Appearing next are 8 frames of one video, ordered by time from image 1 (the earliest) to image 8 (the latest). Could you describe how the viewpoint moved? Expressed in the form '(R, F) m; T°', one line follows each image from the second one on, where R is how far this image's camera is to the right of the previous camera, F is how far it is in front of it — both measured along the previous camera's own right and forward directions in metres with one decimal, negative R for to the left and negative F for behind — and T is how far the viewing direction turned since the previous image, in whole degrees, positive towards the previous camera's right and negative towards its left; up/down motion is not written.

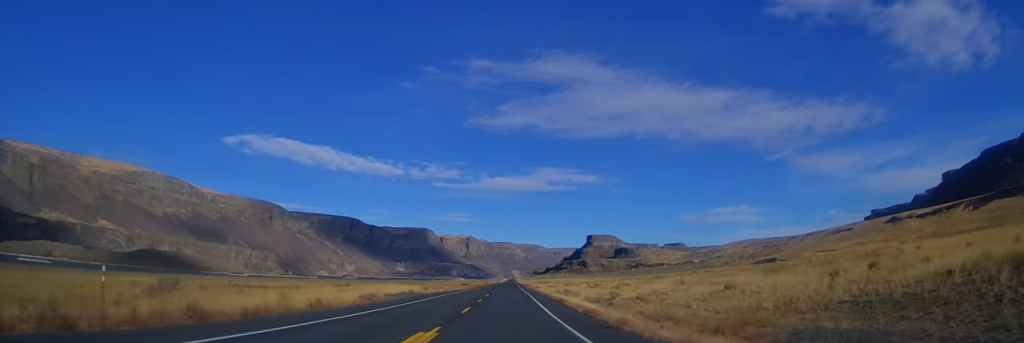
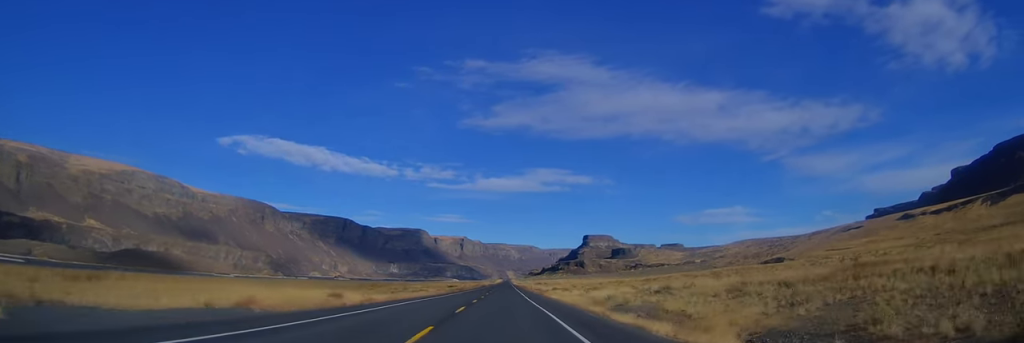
(0.0, +36.4) m; +1°
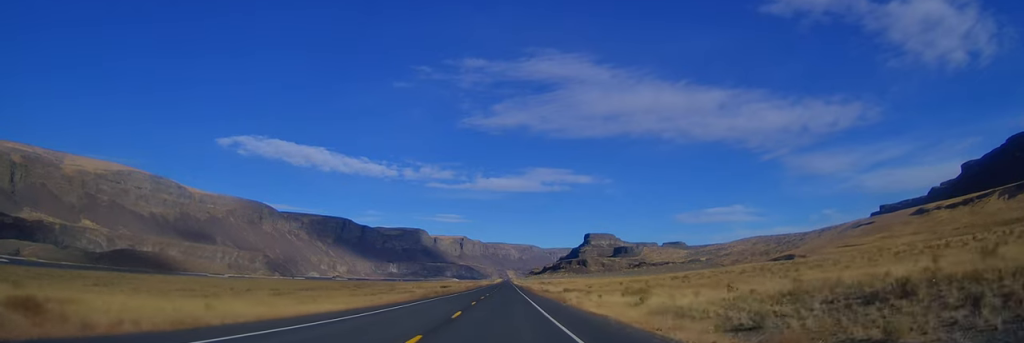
(+0.5, +25.9) m; +1°
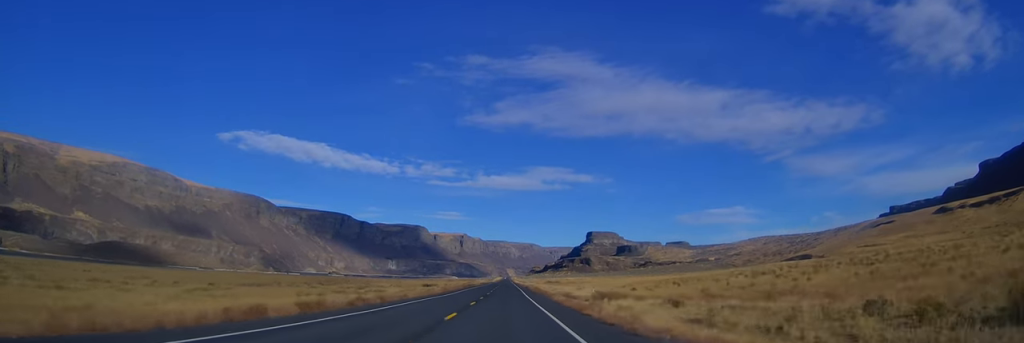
(+0.3, +39.4) m; 0°
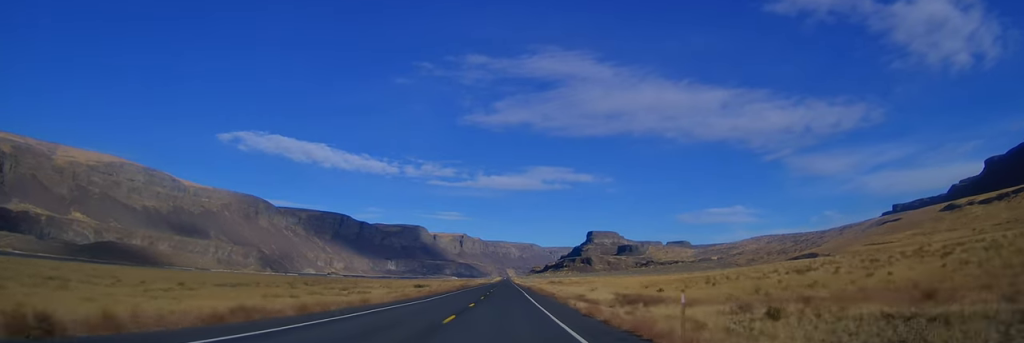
(0.0, +13.4) m; -1°
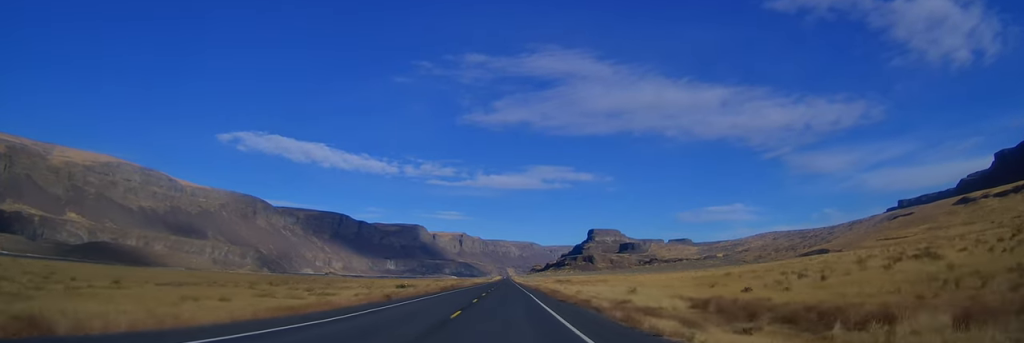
(-0.1, +23.0) m; -1°
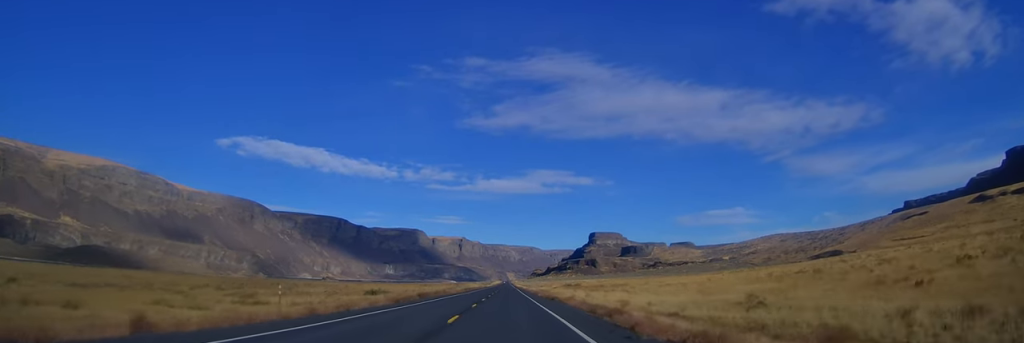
(-0.3, +26.0) m; 0°
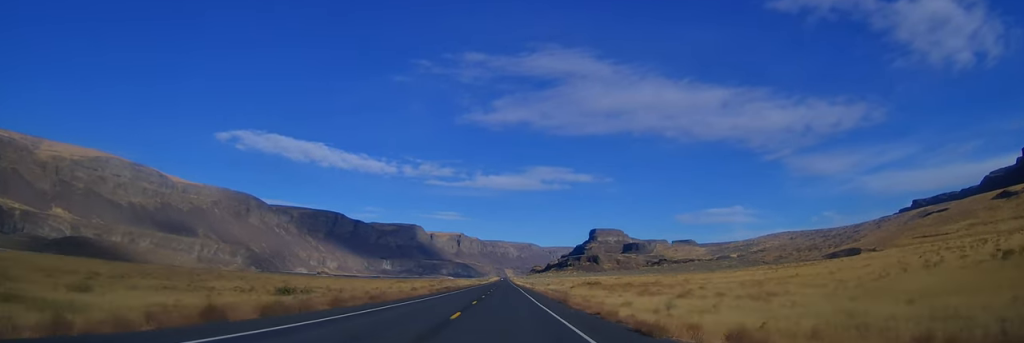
(+0.8, +35.6) m; +1°
